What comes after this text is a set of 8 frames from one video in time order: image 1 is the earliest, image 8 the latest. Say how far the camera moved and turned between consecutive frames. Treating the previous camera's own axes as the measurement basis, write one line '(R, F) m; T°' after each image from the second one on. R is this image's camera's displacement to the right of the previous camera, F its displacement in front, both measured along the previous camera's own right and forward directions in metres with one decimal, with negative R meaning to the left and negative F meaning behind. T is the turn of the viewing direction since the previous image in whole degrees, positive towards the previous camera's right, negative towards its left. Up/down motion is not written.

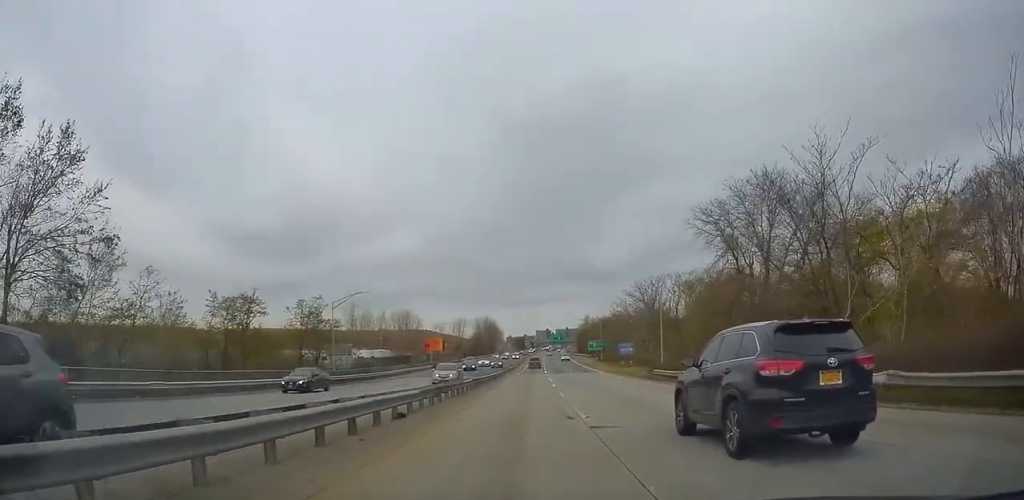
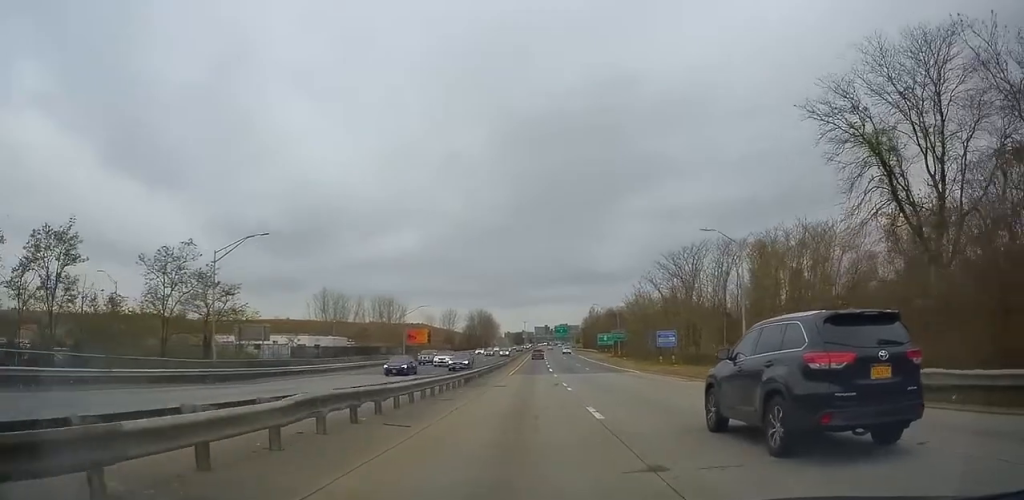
(0.0, +24.3) m; +1°
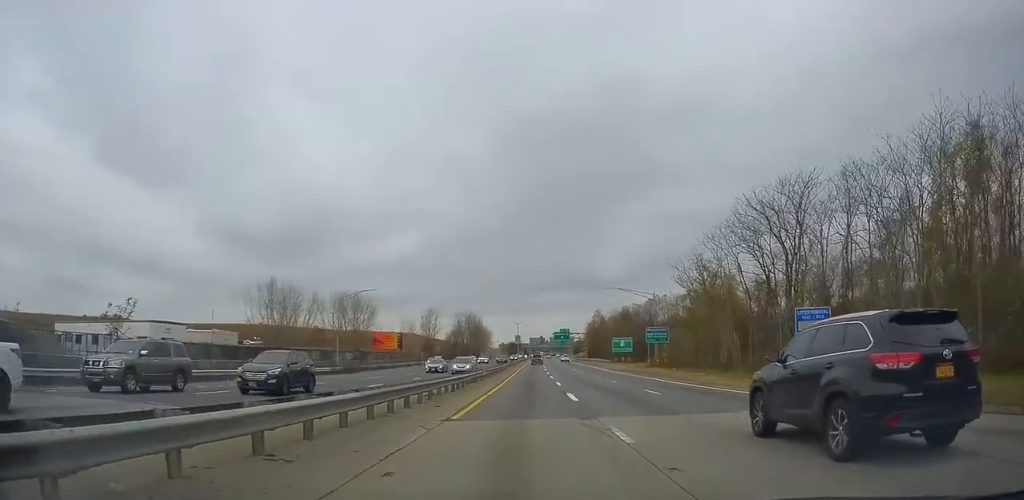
(+0.3, +30.6) m; 0°
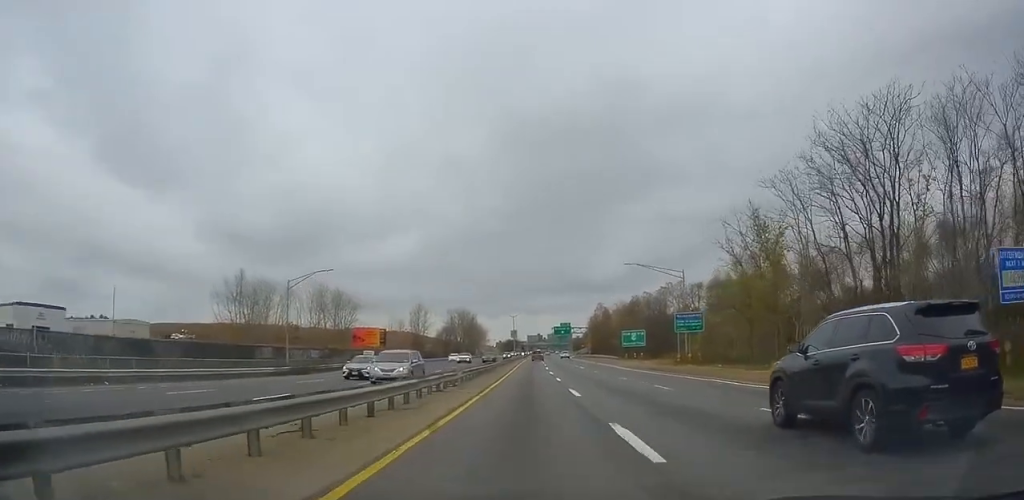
(-0.1, +13.3) m; 0°
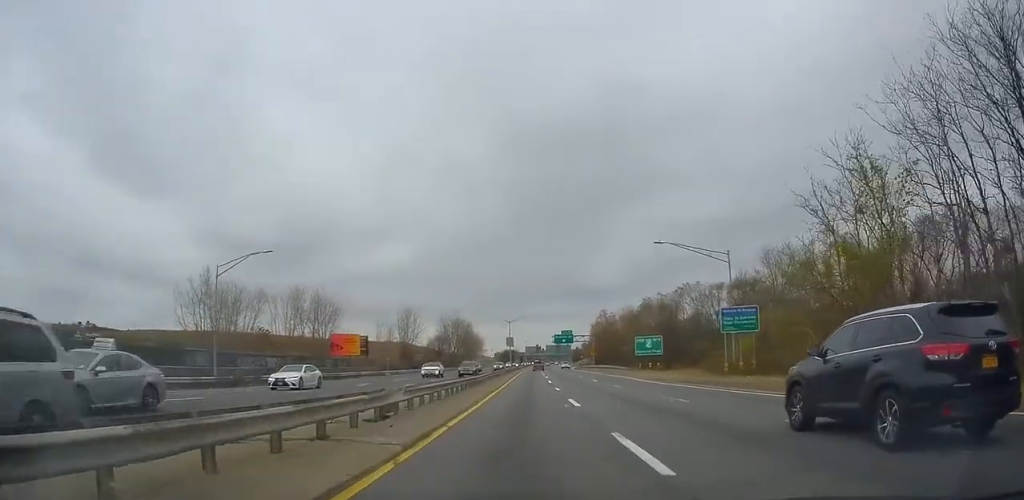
(-0.1, +12.5) m; +1°
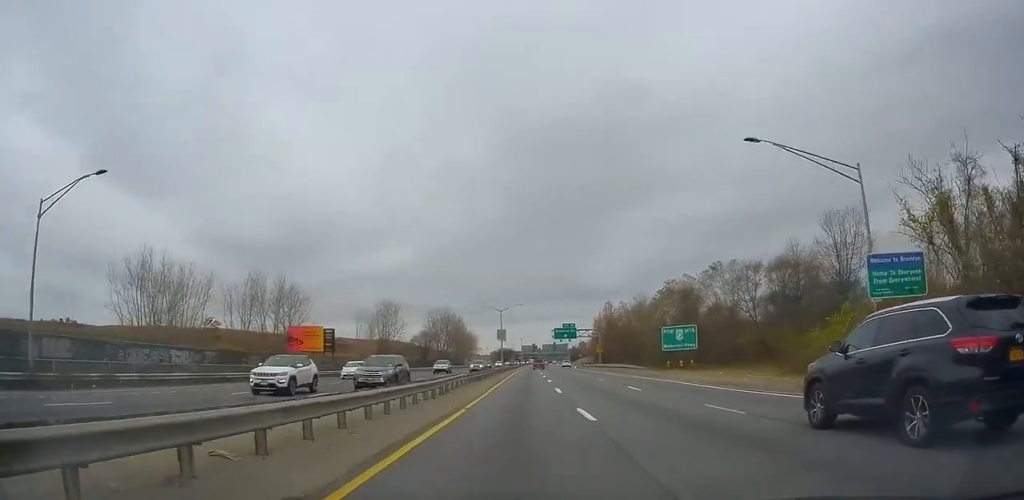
(+0.2, +17.4) m; +1°
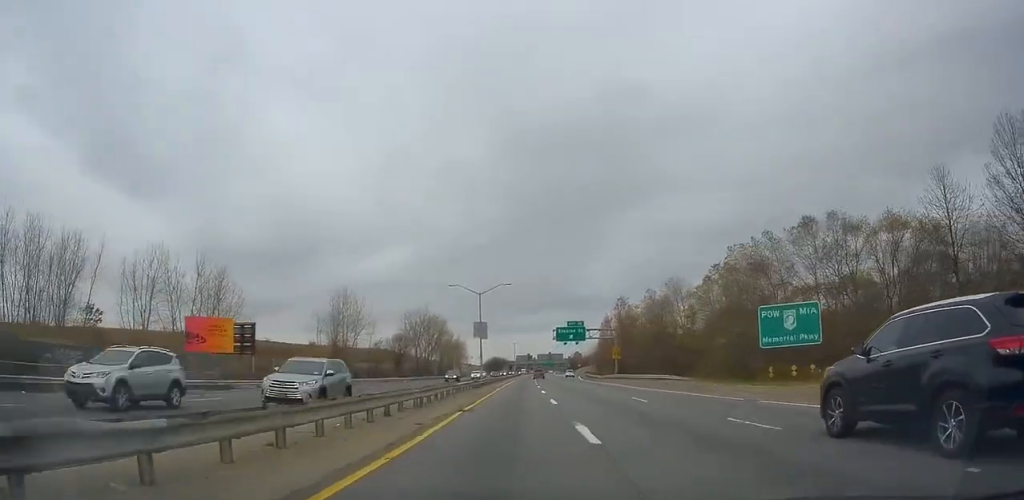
(+0.4, +26.7) m; 0°
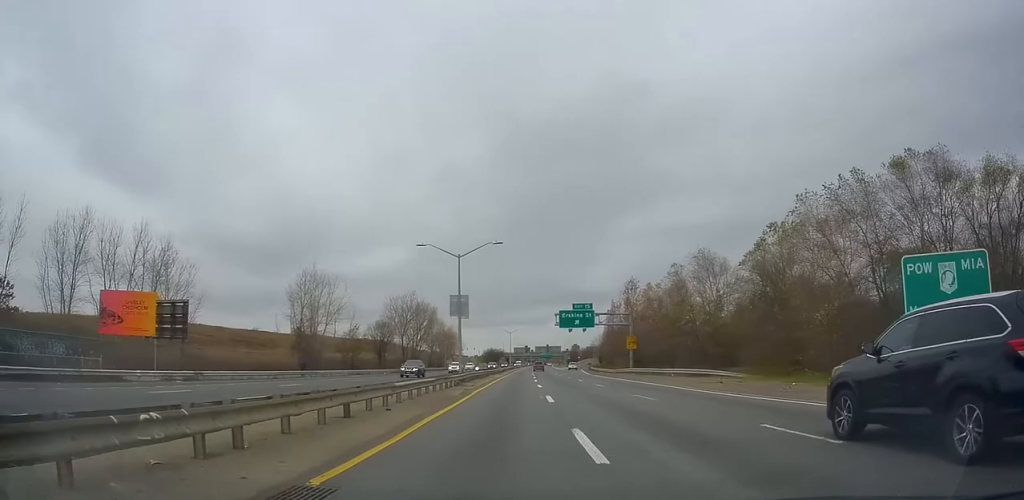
(+0.1, +14.1) m; -1°
